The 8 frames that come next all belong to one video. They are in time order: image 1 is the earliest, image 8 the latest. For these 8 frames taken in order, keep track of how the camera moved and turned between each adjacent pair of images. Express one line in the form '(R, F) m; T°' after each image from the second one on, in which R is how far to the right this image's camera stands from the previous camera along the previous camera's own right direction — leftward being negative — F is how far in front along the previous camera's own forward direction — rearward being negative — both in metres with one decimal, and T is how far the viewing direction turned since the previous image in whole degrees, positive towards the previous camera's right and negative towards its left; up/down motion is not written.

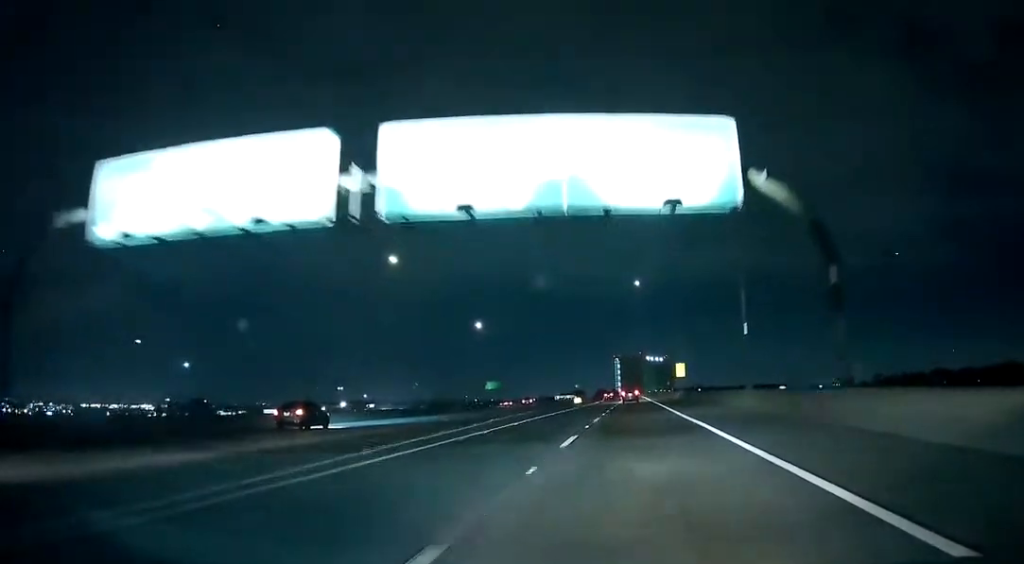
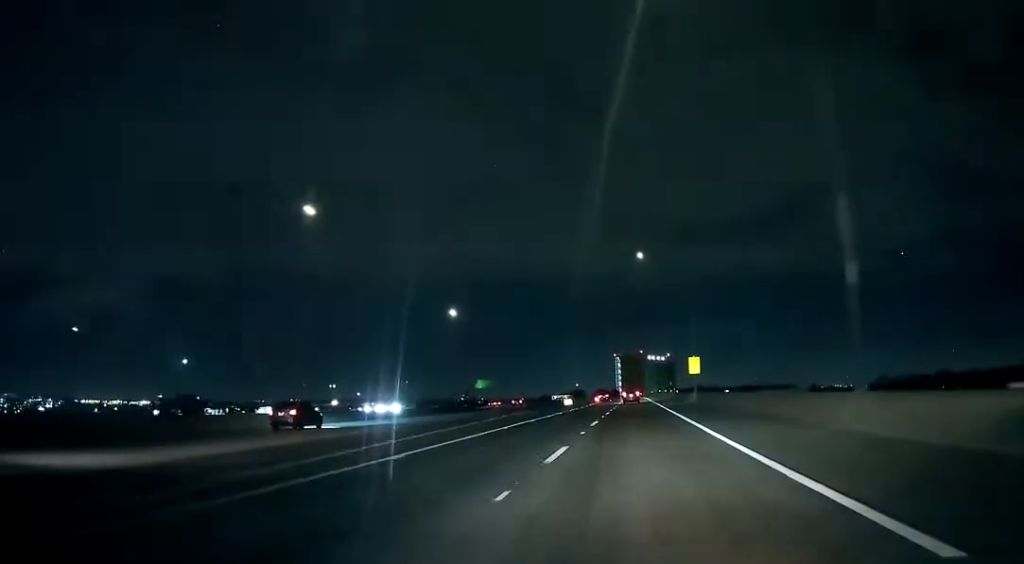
(0.0, +16.5) m; 0°
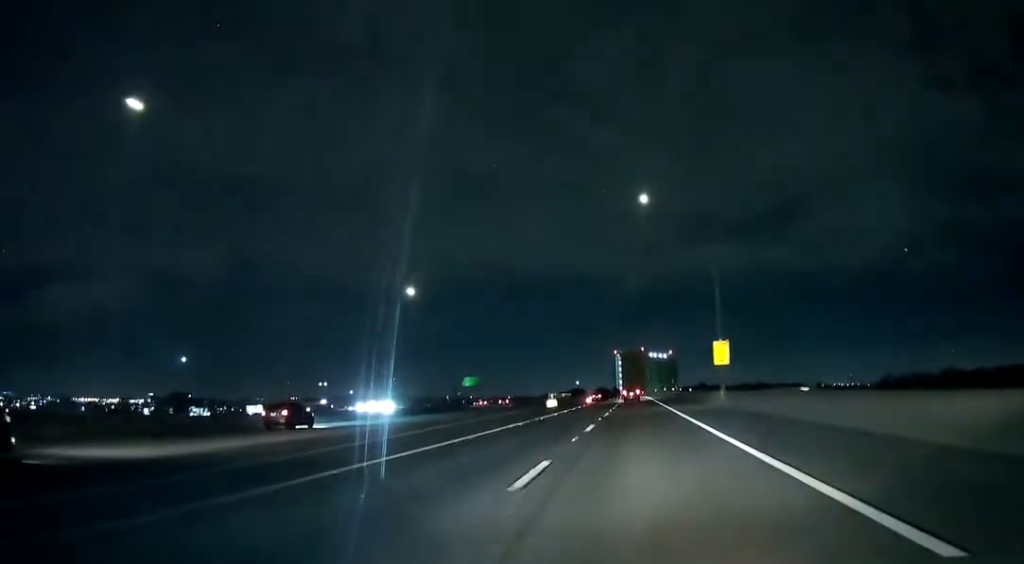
(0.0, +19.2) m; 0°
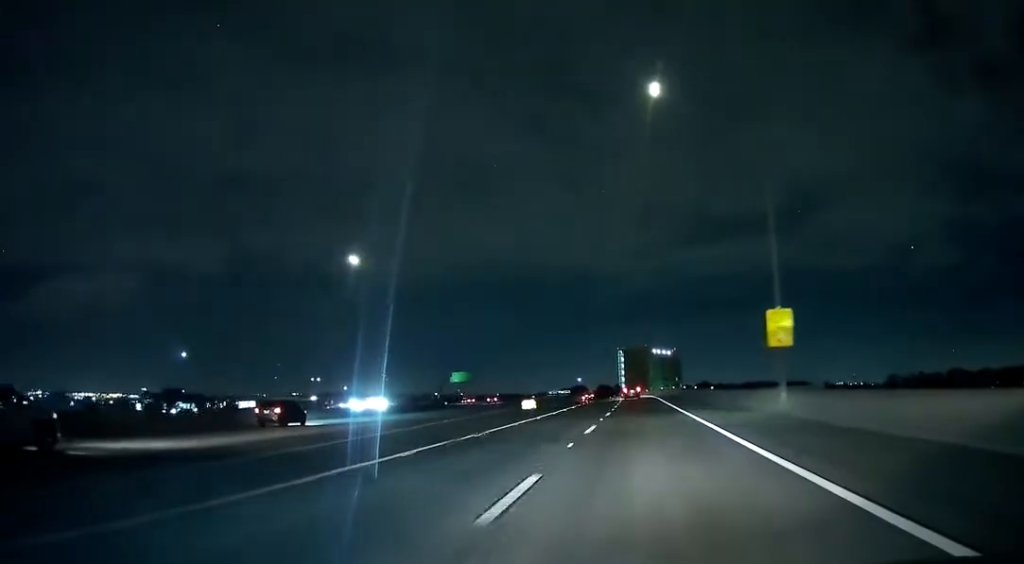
(0.0, +17.6) m; 0°
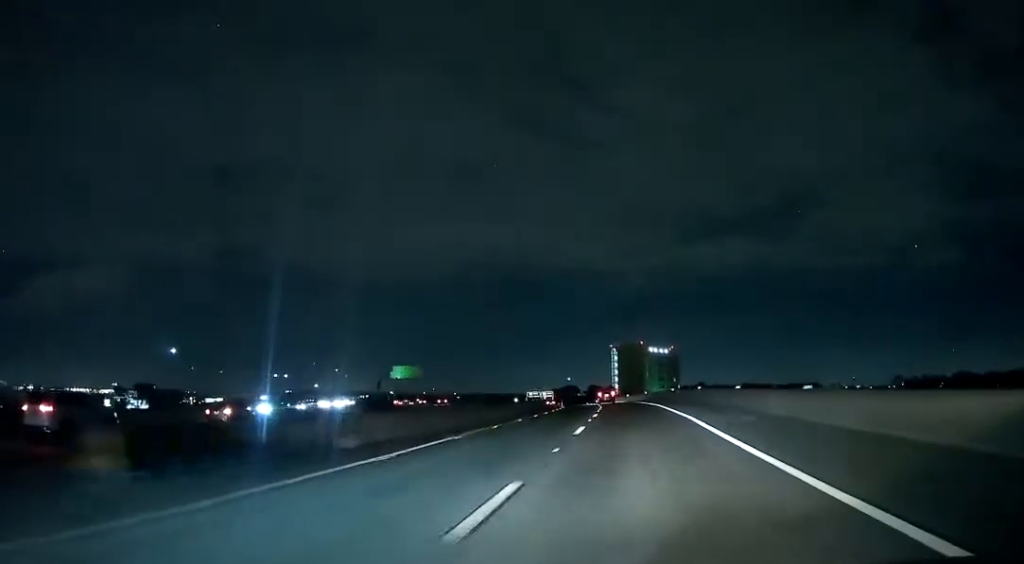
(0.0, +43.7) m; 0°
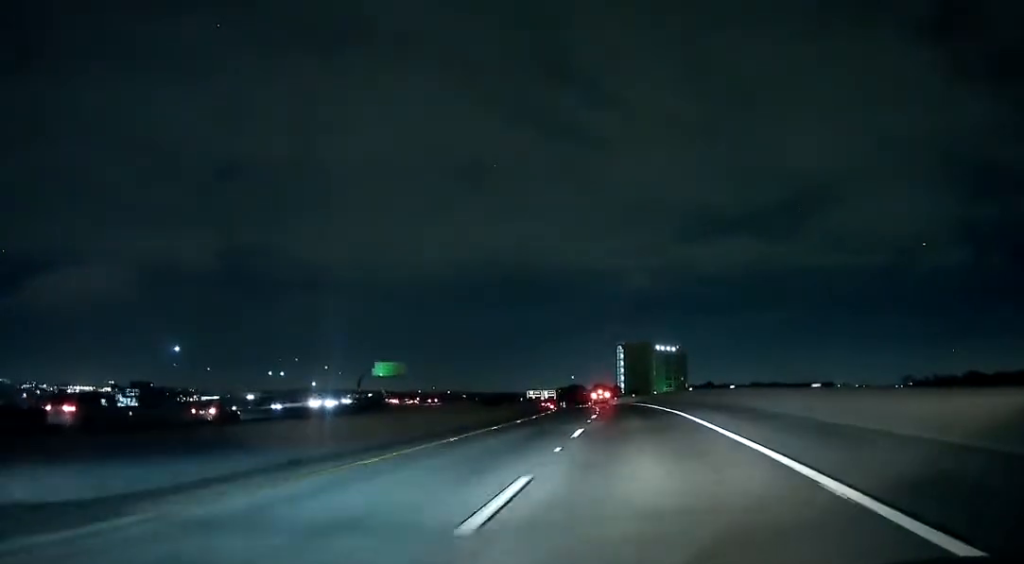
(0.0, +15.3) m; 0°
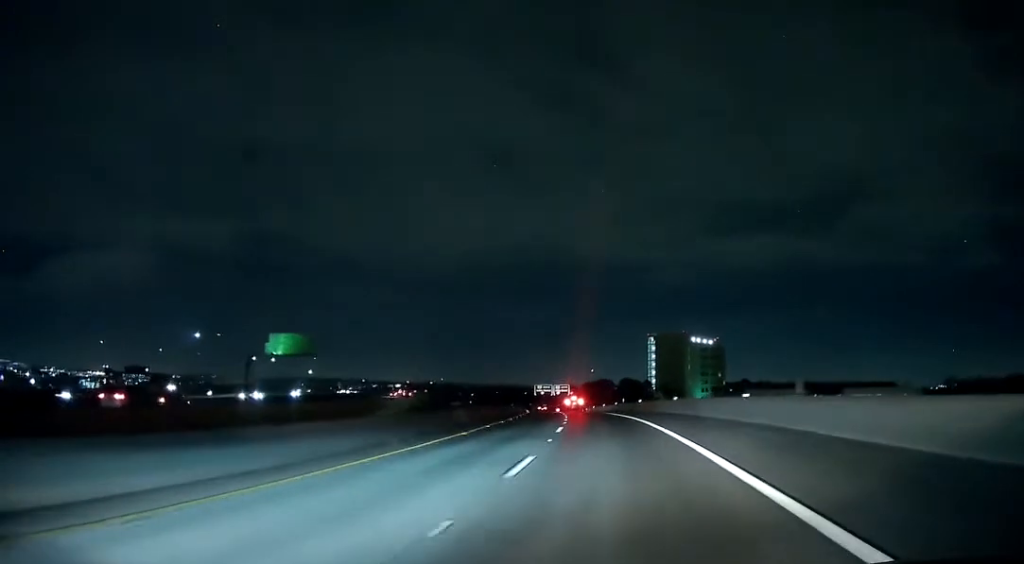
(-1.1, +51.8) m; -3°
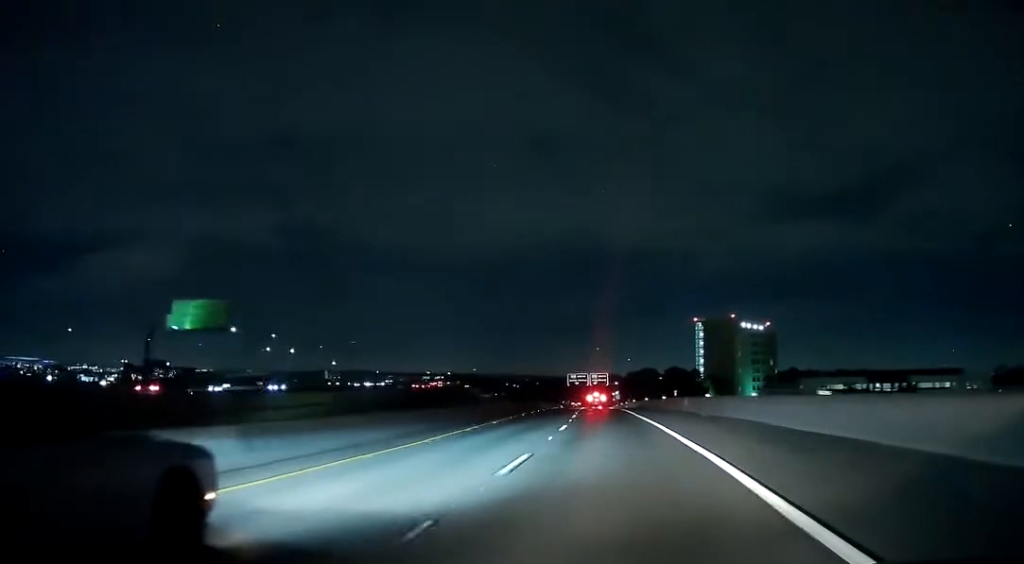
(-0.8, +30.1) m; -3°
